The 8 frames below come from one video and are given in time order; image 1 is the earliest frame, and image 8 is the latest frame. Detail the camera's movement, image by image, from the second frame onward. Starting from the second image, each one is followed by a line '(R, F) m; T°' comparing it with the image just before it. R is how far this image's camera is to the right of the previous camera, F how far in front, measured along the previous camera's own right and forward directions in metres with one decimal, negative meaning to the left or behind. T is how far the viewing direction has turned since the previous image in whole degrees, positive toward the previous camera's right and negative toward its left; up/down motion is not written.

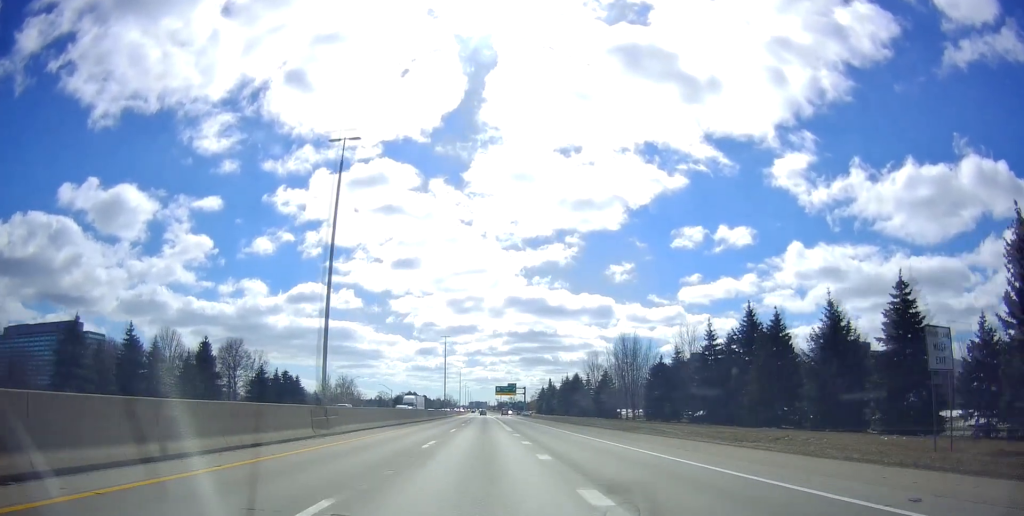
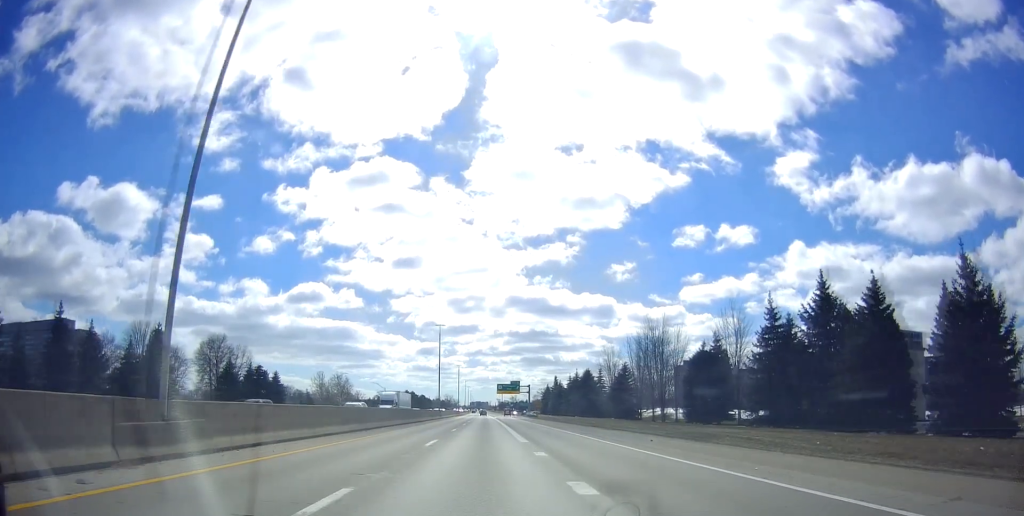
(0.0, +13.9) m; 0°
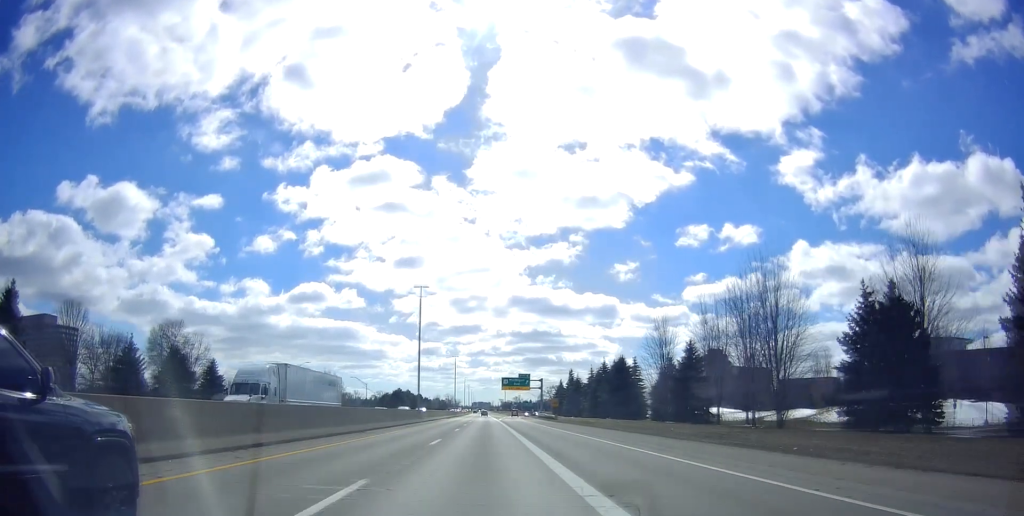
(0.0, +28.8) m; -1°
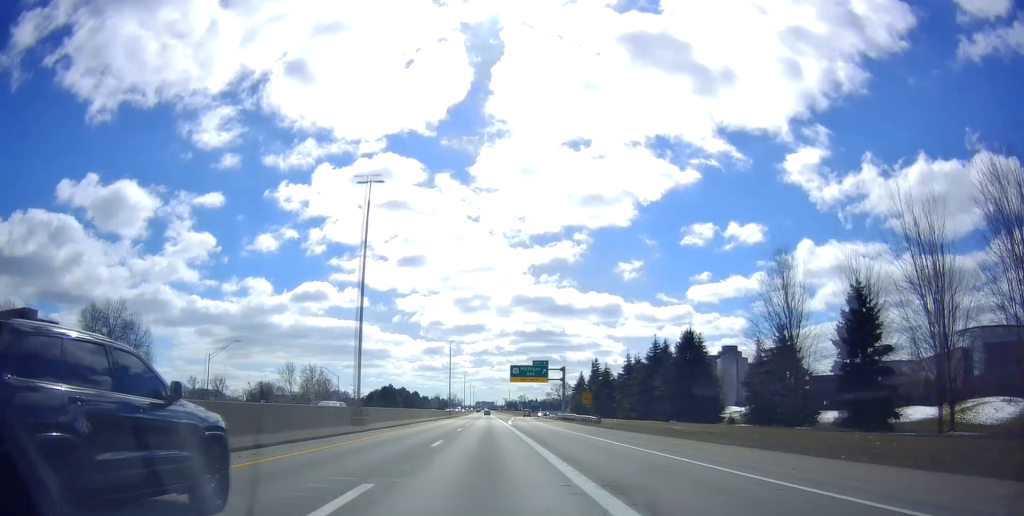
(-0.6, +30.0) m; 0°
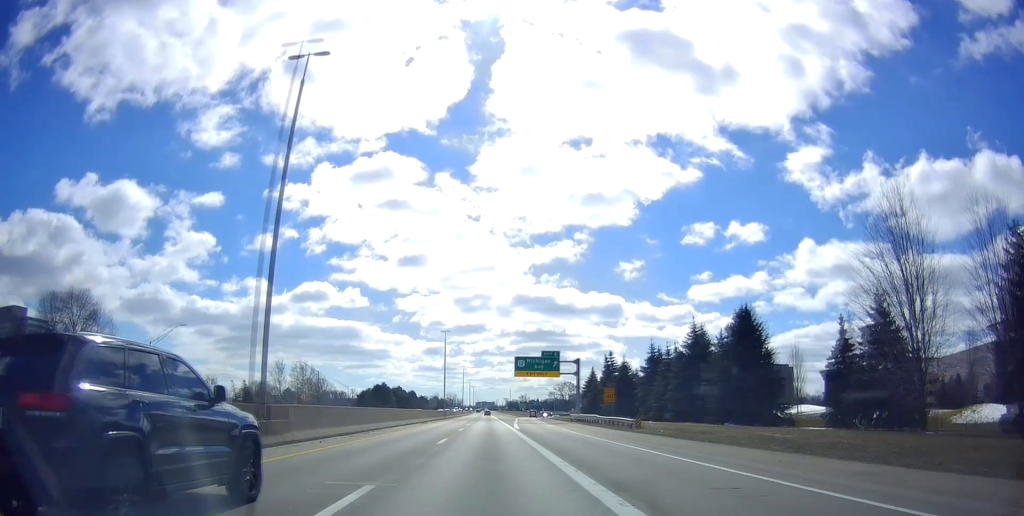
(-0.1, +14.1) m; 0°
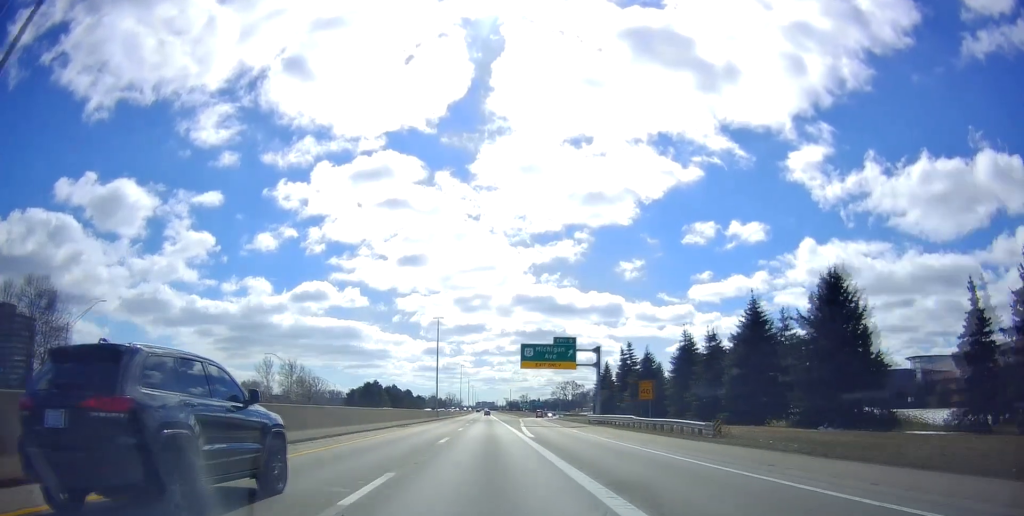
(+0.3, +14.2) m; +1°
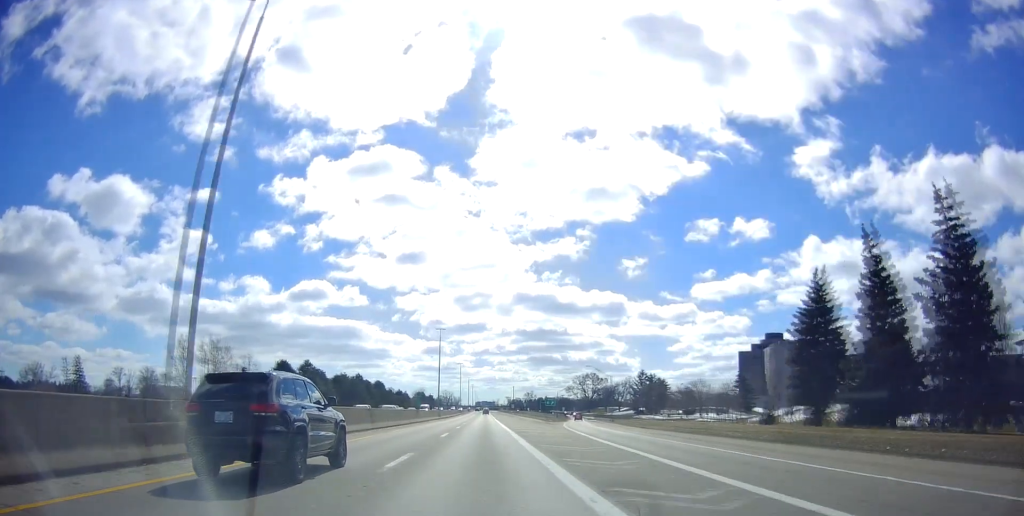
(-0.1, +70.2) m; -2°
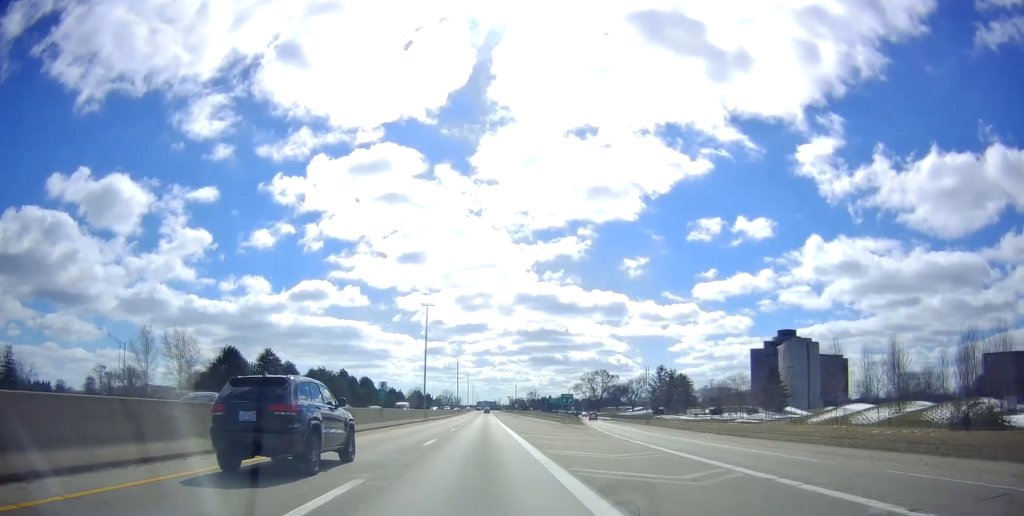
(-0.2, +21.7) m; 0°
